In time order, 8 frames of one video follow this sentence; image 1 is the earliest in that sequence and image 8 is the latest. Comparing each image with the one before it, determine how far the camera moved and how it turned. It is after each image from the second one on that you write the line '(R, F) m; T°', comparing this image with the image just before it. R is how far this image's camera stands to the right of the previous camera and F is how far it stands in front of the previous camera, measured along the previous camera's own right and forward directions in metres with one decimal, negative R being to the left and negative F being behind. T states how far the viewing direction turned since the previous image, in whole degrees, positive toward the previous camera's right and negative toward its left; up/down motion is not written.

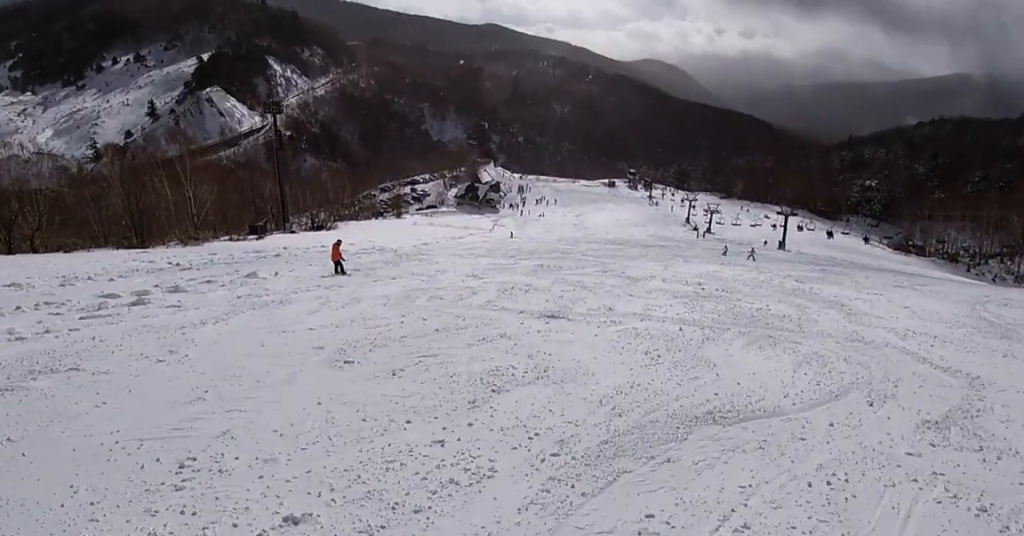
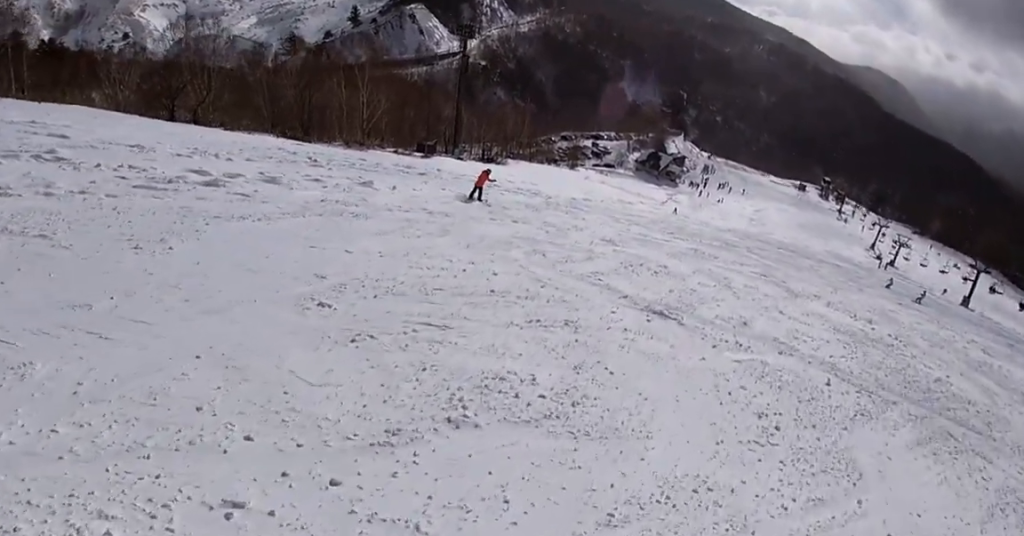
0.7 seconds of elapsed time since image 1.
(-1.0, +2.6) m; -21°
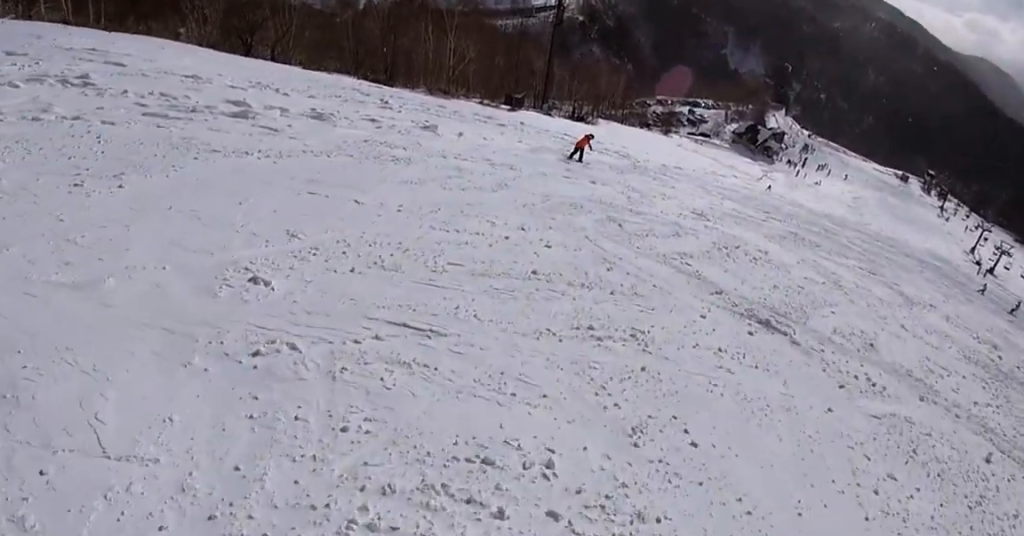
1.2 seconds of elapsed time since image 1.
(0.0, +2.0) m; +2°
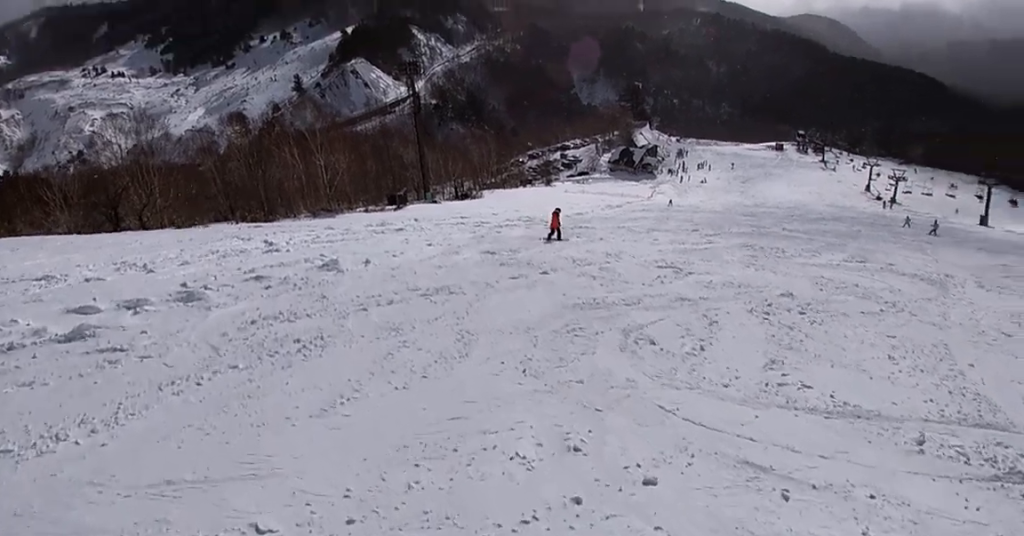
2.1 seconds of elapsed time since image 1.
(+0.1, +3.8) m; +14°
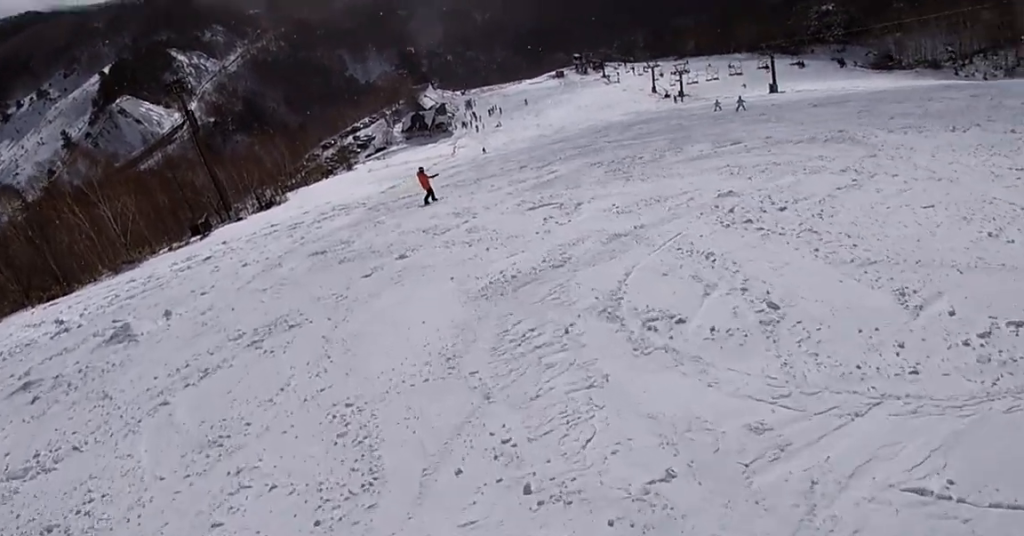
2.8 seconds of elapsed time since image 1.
(-0.1, +2.6) m; +19°
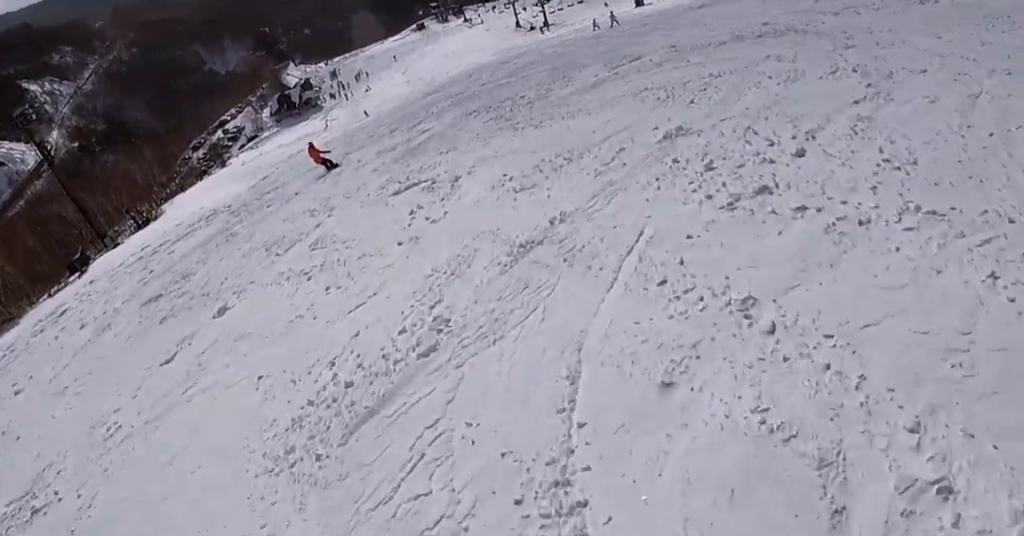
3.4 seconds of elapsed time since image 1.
(+1.2, +2.8) m; +11°
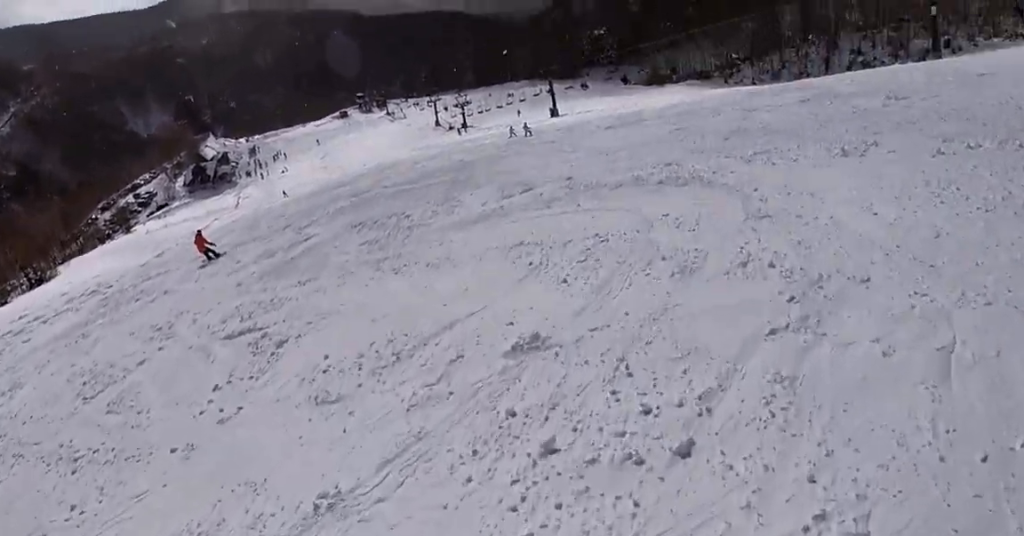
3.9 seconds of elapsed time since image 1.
(+0.2, +2.0) m; -2°
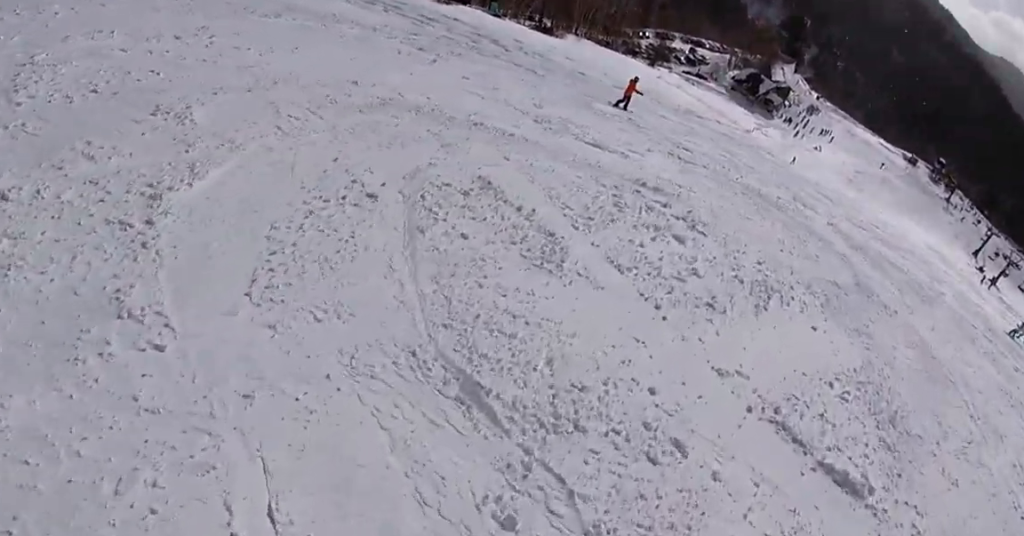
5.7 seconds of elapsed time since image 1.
(-3.5, +6.5) m; -57°
